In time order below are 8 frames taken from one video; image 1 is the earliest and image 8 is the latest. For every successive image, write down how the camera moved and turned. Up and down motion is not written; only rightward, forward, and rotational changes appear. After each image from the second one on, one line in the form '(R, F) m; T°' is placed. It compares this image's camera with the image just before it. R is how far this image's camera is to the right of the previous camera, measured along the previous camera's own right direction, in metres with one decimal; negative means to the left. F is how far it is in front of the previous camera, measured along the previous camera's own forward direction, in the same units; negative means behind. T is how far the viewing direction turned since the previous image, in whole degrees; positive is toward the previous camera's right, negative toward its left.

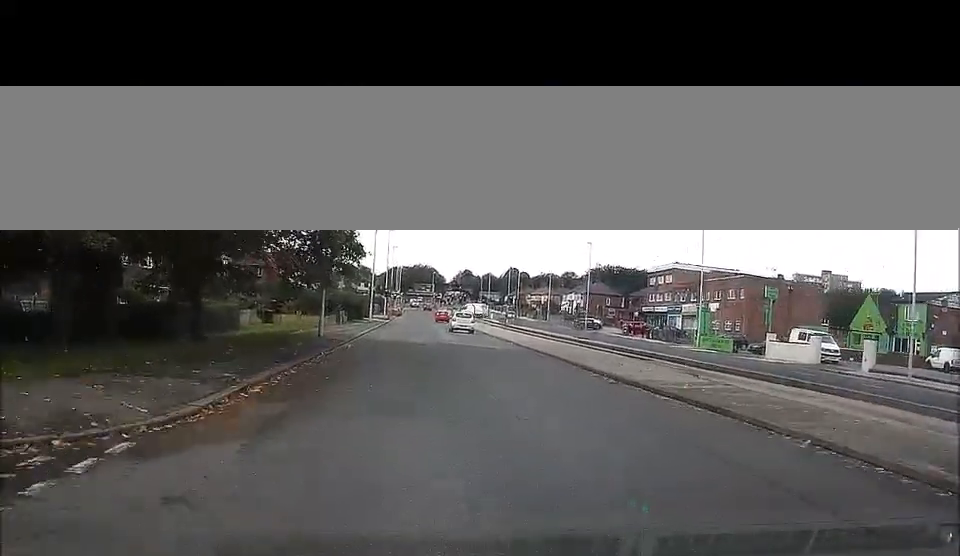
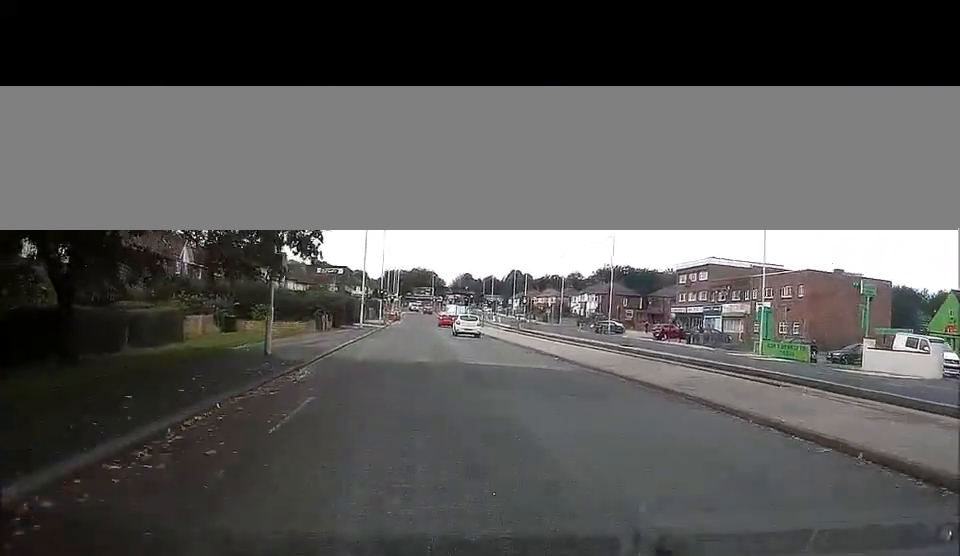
(-0.1, +13.4) m; +1°
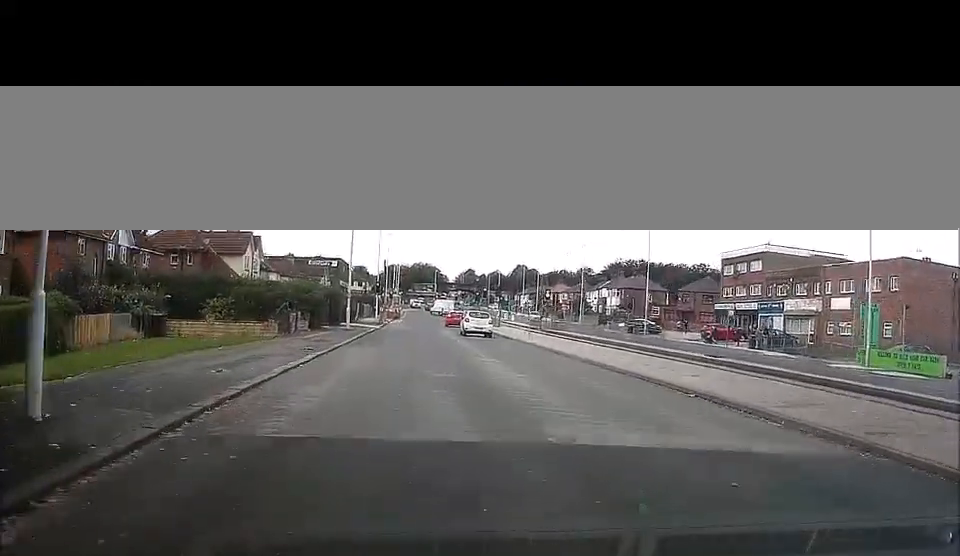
(+0.3, +14.6) m; +1°
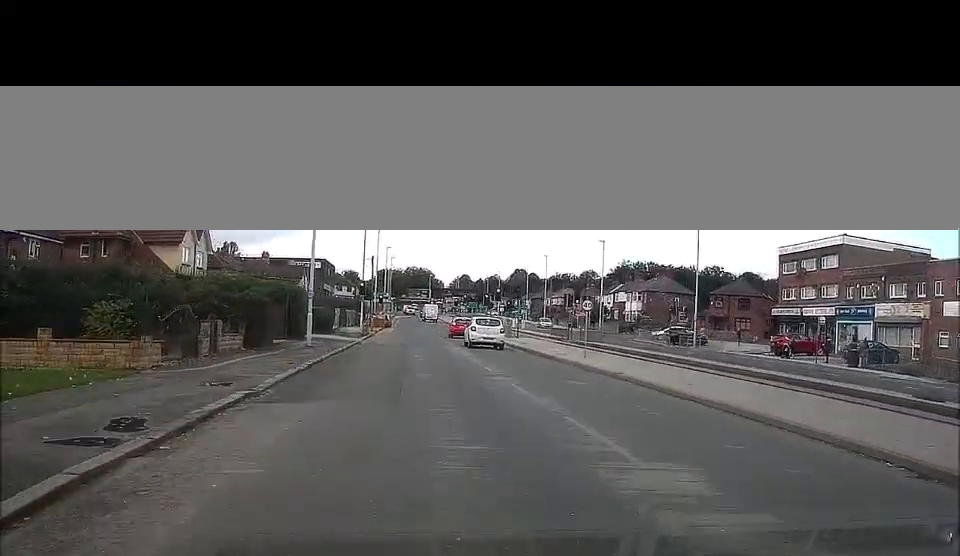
(-0.2, +16.0) m; -1°
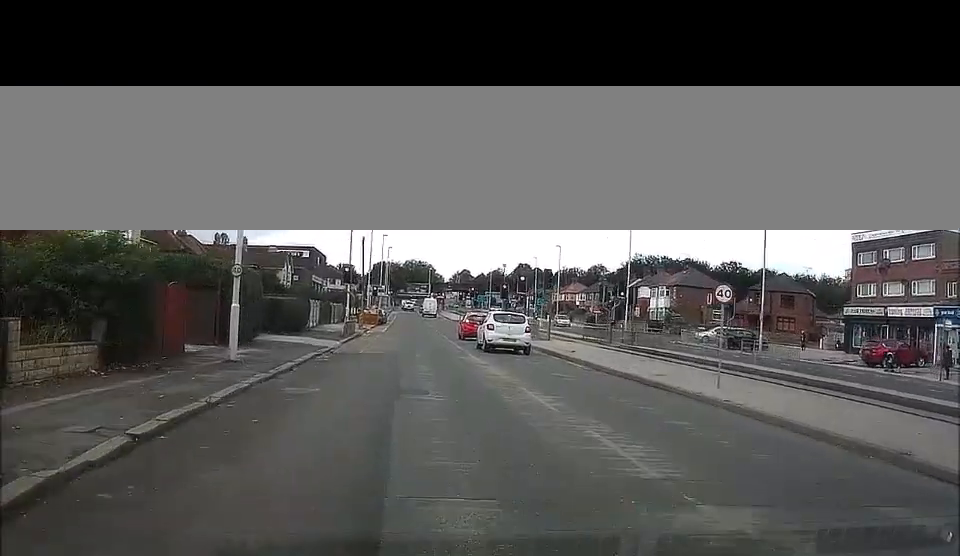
(+0.1, +13.0) m; +1°
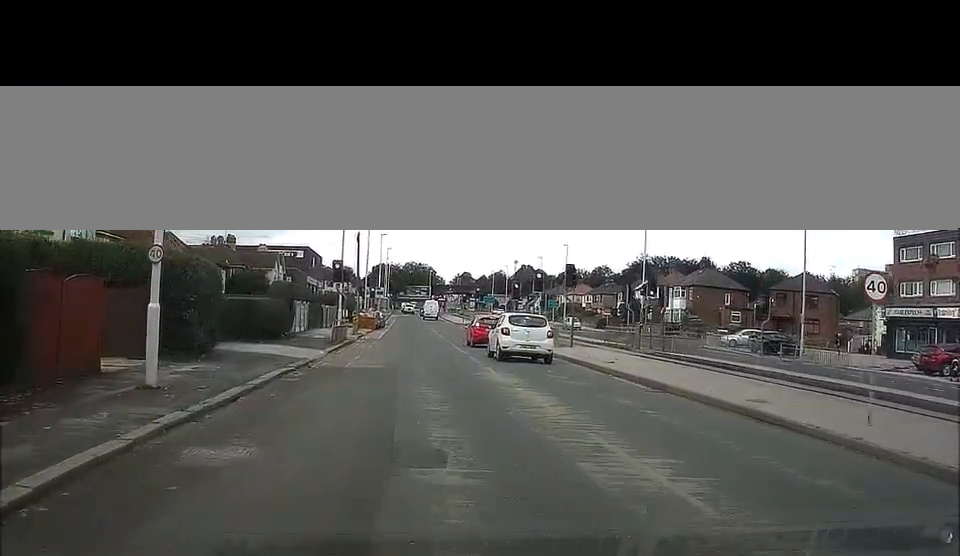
(+0.1, +5.7) m; 0°
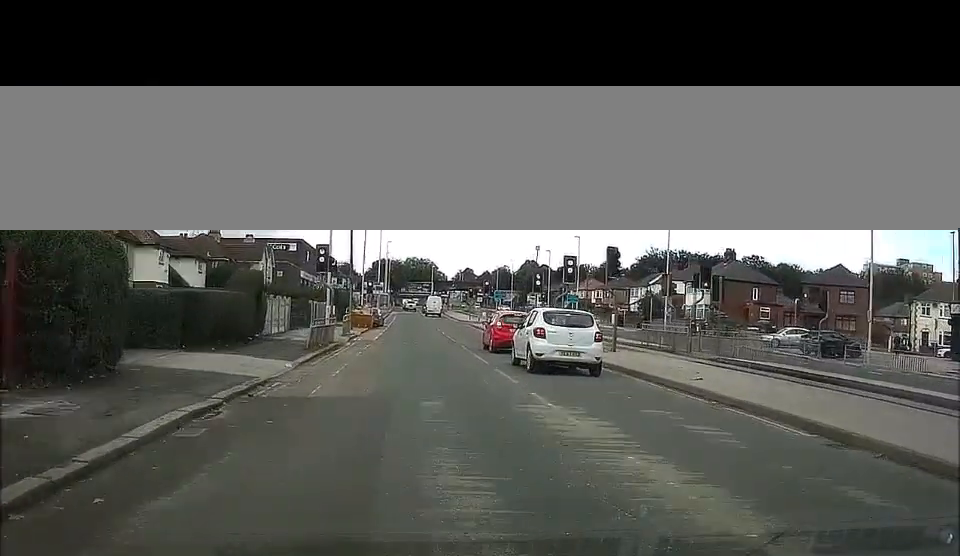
(0.0, +7.5) m; 0°
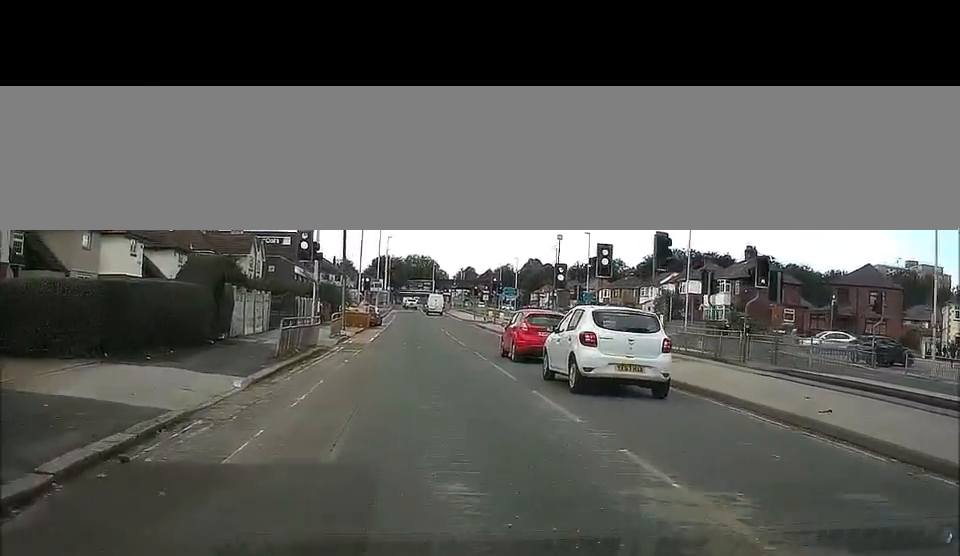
(0.0, +5.9) m; -1°
